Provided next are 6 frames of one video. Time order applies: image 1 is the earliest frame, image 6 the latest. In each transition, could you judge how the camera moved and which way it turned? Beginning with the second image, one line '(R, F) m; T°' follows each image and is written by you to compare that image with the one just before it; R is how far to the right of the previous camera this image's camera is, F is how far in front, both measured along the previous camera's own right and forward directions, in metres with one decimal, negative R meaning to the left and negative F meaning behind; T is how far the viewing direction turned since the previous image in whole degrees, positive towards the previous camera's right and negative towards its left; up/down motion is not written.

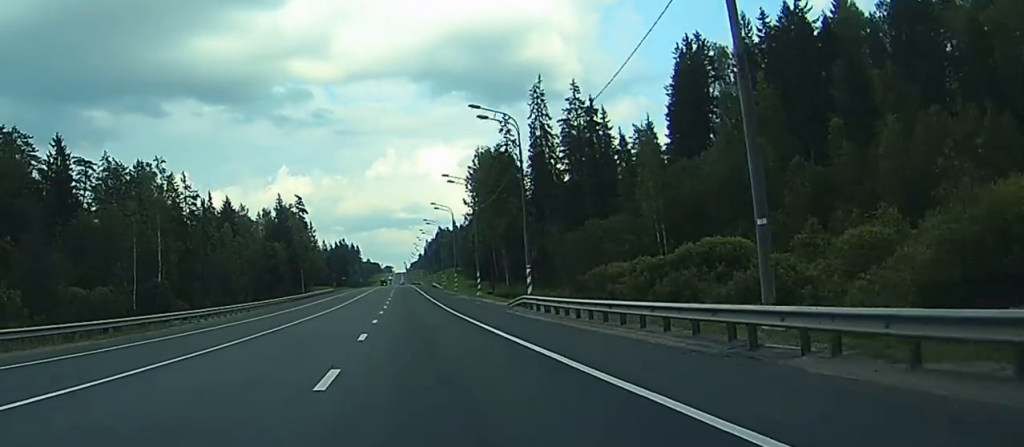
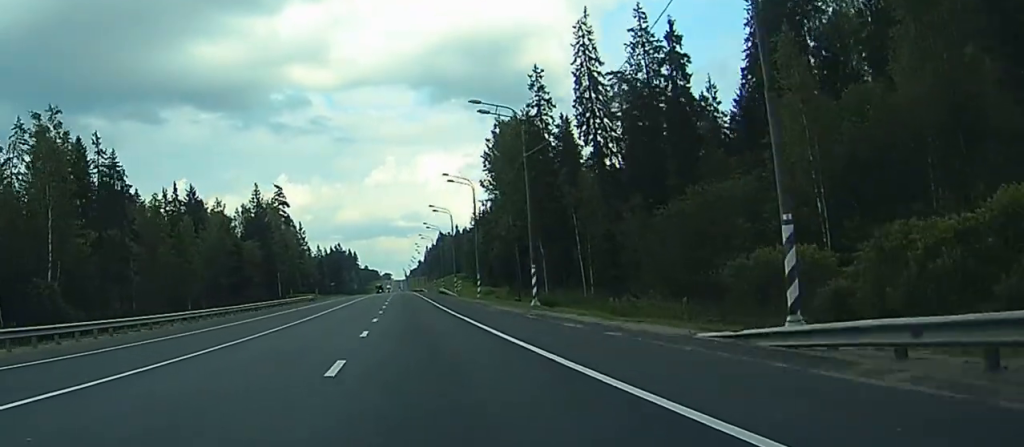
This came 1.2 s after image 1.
(0.0, +33.5) m; 0°
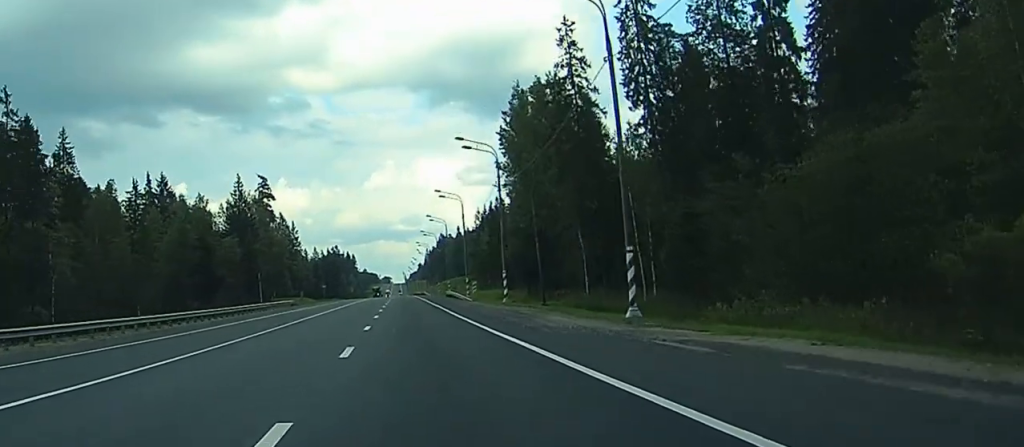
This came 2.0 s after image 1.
(-0.1, +20.0) m; 0°
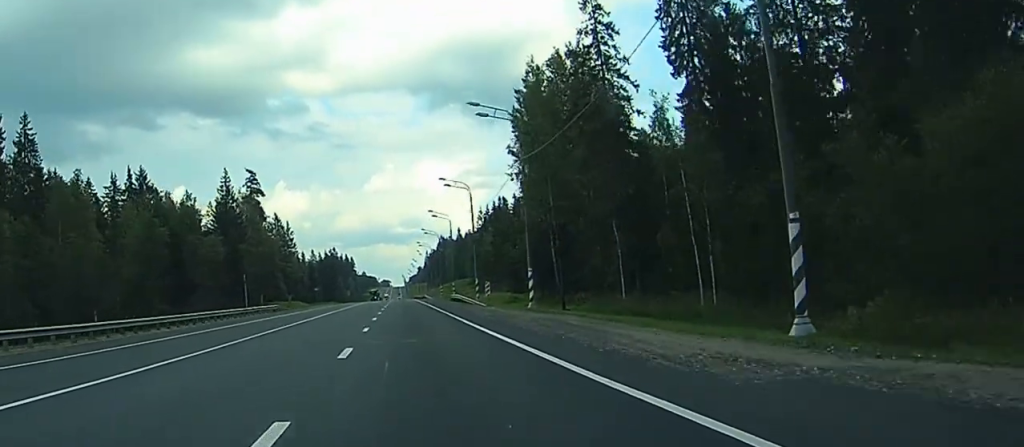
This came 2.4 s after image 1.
(+0.1, +11.8) m; 0°
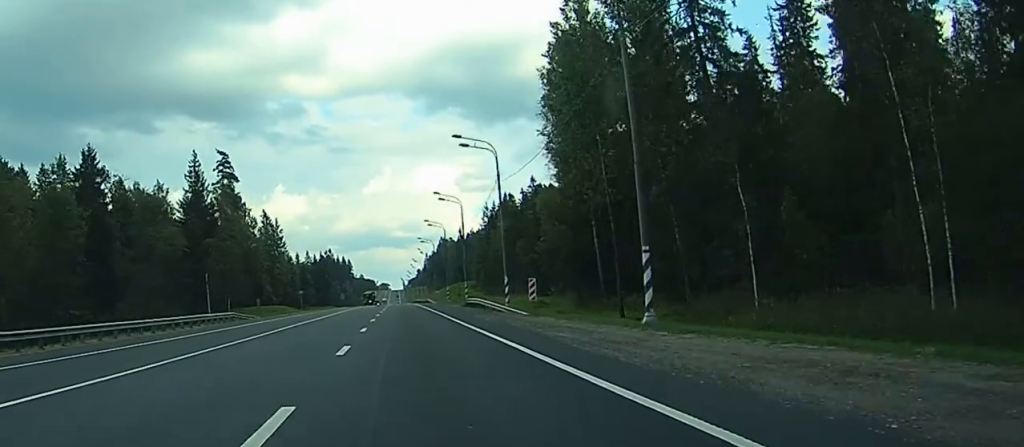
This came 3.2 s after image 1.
(+0.1, +22.6) m; 0°
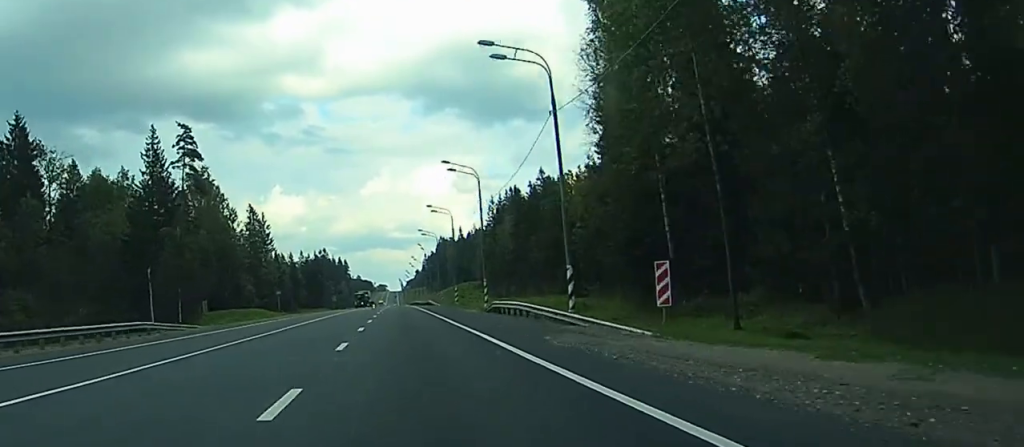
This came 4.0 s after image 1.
(0.0, +21.7) m; 0°
